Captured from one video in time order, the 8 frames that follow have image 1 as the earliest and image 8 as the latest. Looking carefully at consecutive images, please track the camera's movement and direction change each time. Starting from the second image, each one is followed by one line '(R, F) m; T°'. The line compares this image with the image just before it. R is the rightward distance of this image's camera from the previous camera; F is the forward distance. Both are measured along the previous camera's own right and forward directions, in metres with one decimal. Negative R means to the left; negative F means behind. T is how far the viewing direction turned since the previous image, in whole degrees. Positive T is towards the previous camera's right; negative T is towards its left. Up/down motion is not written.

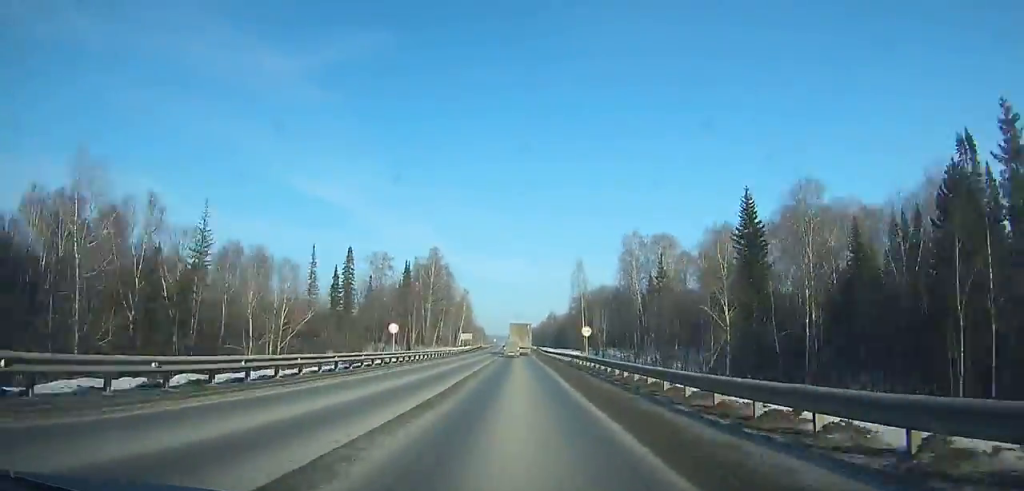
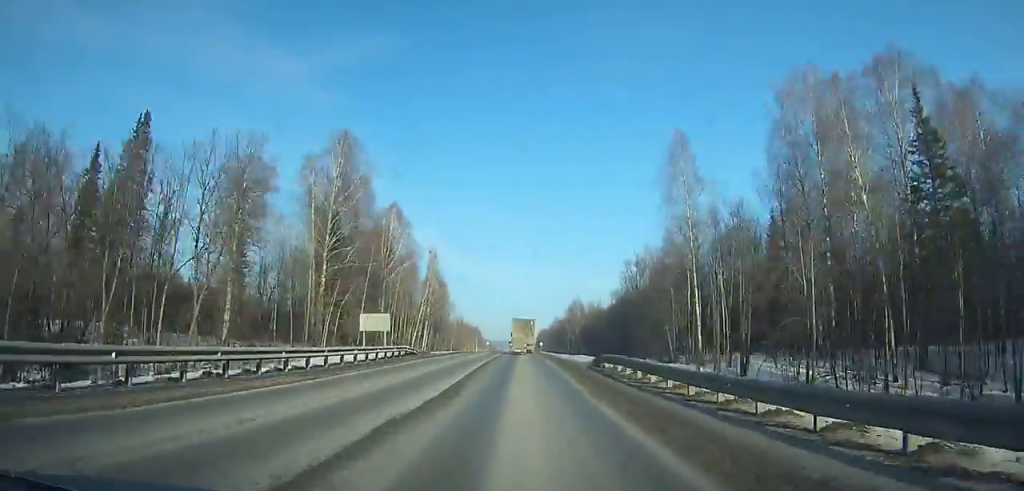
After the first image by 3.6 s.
(0.0, +81.2) m; 0°
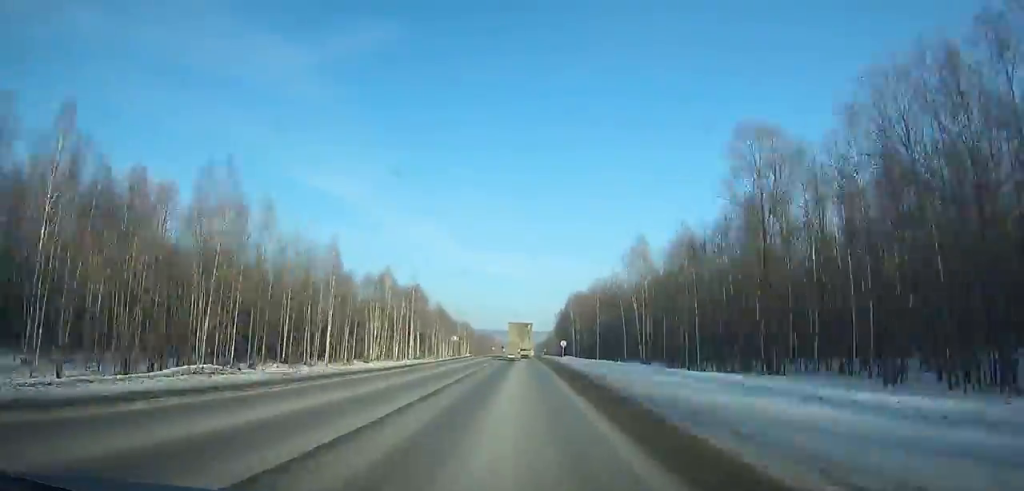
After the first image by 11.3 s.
(+0.7, +171.8) m; 0°
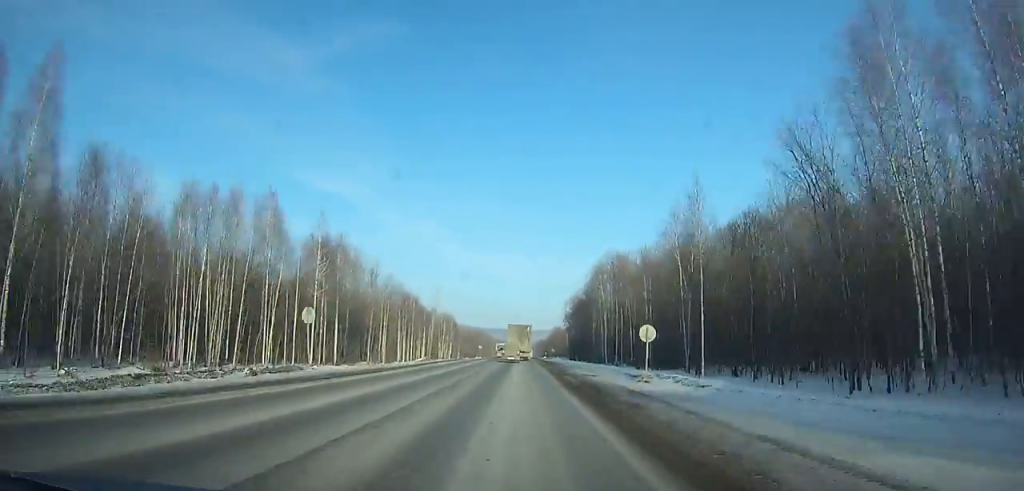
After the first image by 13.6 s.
(-0.1, +51.1) m; 0°
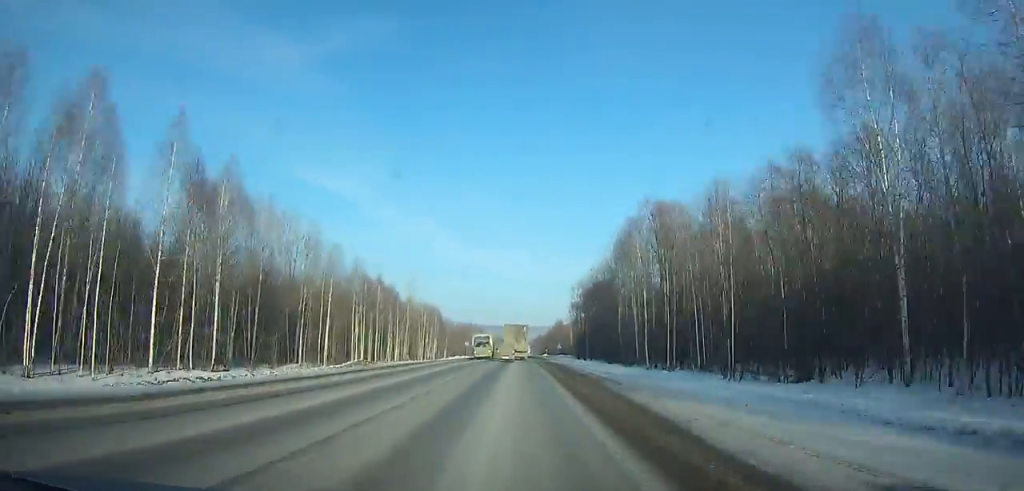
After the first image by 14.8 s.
(-0.1, +26.6) m; 0°
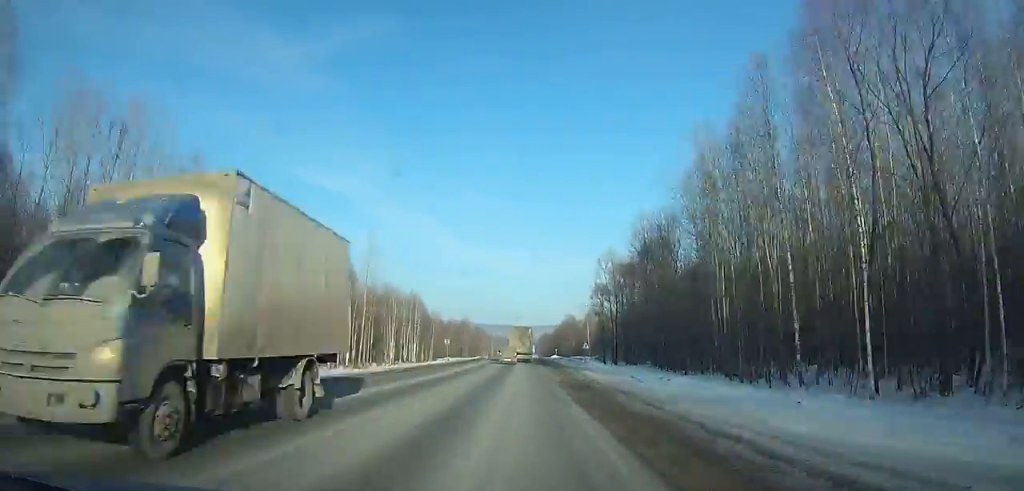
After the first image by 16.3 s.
(-0.1, +33.4) m; 0°
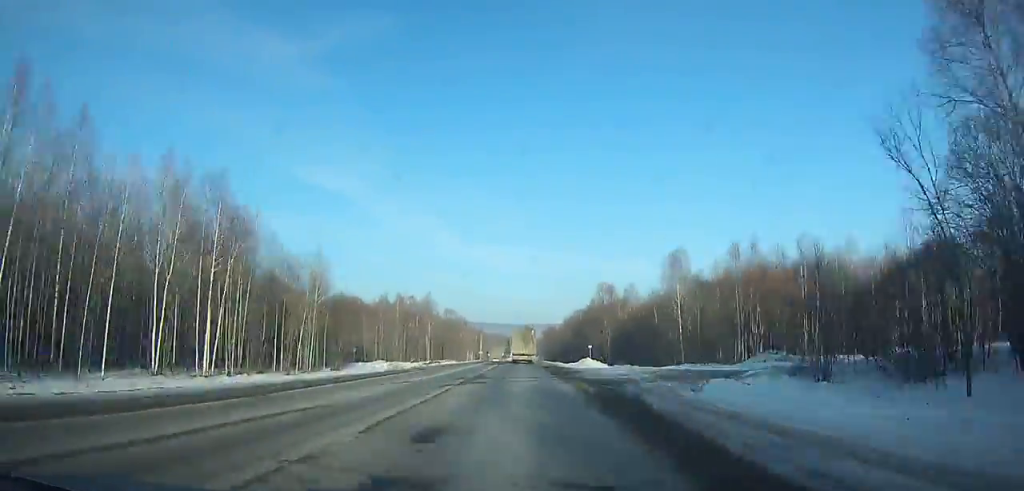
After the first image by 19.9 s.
(-0.1, +80.9) m; 0°
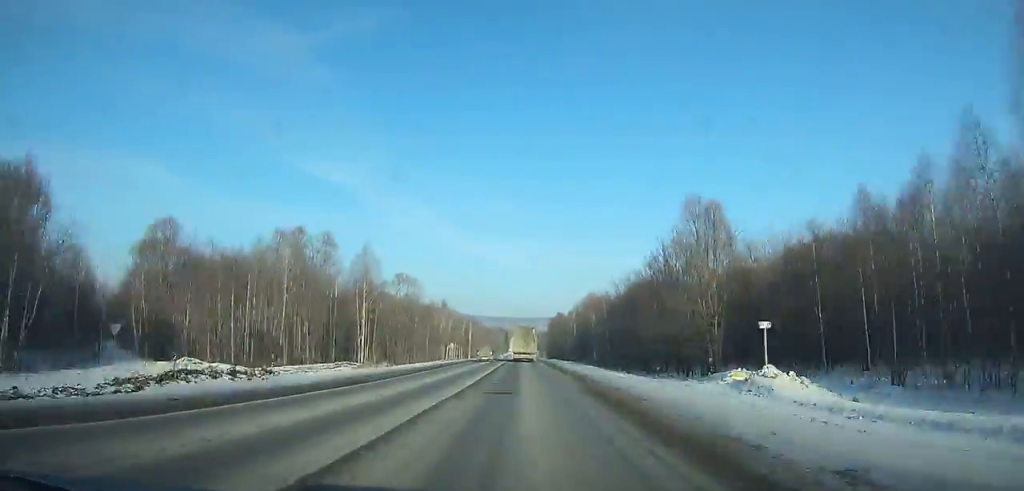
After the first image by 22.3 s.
(-0.2, +55.1) m; 0°
